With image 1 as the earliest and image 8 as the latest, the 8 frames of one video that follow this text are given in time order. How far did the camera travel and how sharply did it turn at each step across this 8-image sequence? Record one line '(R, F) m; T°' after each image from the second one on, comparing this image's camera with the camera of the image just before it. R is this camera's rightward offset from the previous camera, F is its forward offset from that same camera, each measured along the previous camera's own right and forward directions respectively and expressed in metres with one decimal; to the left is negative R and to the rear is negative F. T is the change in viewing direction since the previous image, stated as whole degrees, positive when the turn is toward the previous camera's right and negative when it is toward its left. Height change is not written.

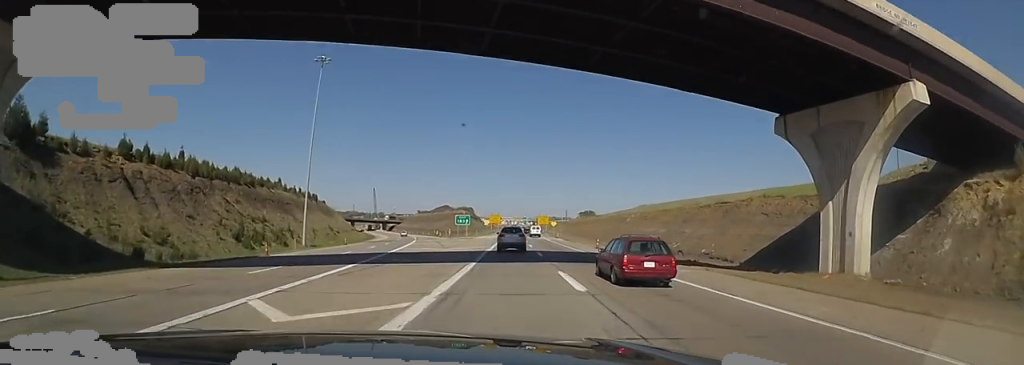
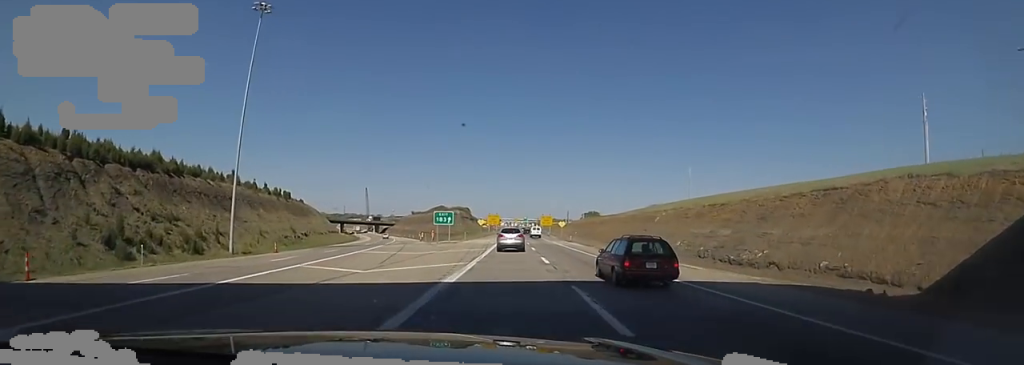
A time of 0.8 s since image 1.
(+0.7, +20.3) m; +2°
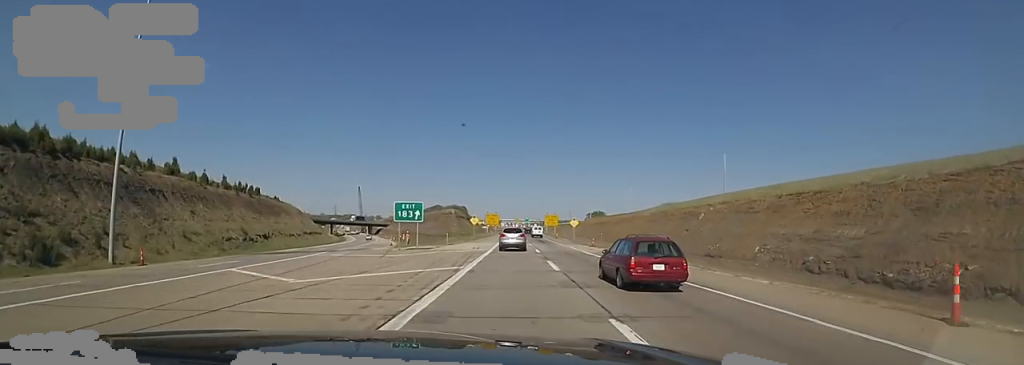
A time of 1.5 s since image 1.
(+0.3, +18.5) m; -2°
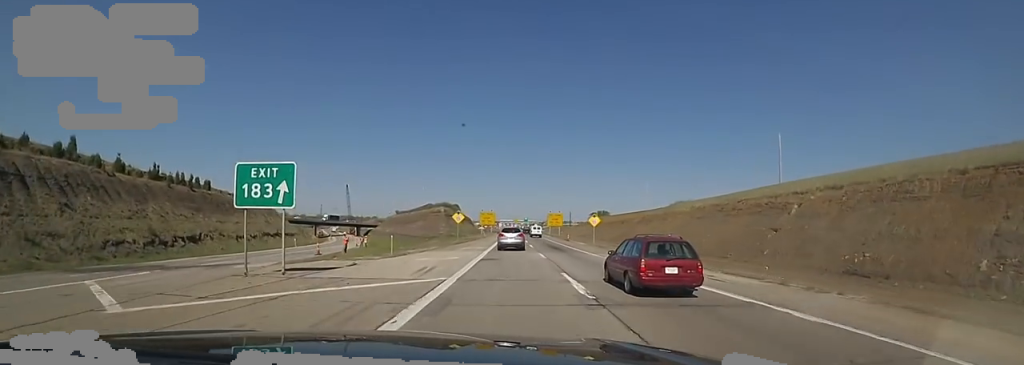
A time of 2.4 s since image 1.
(-1.0, +21.1) m; -1°
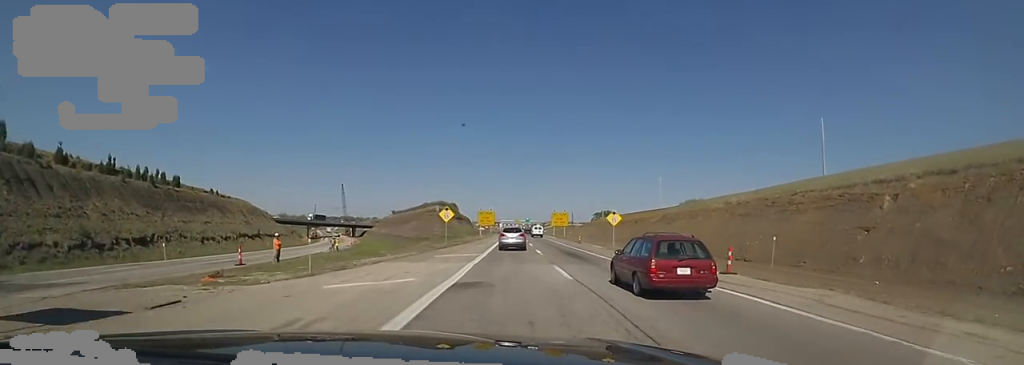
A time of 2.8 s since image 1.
(-0.2, +11.0) m; 0°
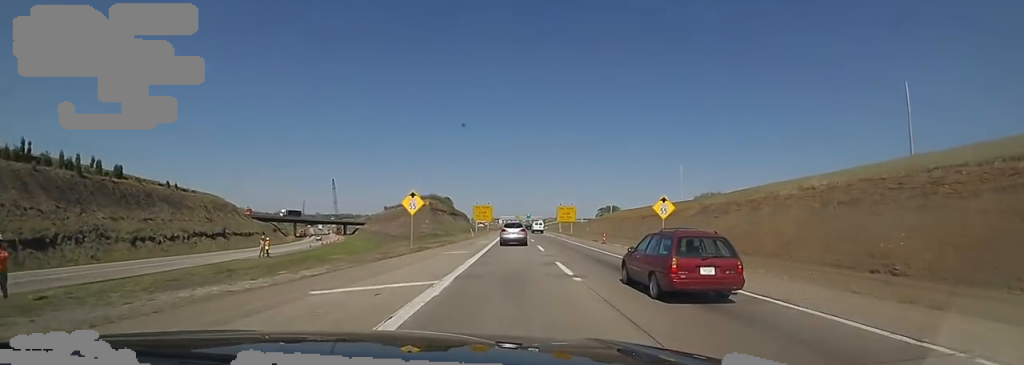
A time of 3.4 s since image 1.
(+0.7, +16.2) m; +2°
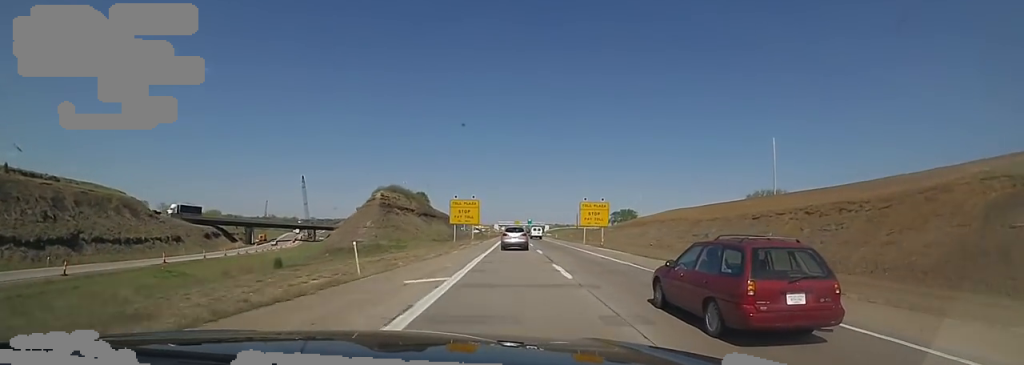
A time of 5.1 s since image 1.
(-0.6, +42.6) m; -2°
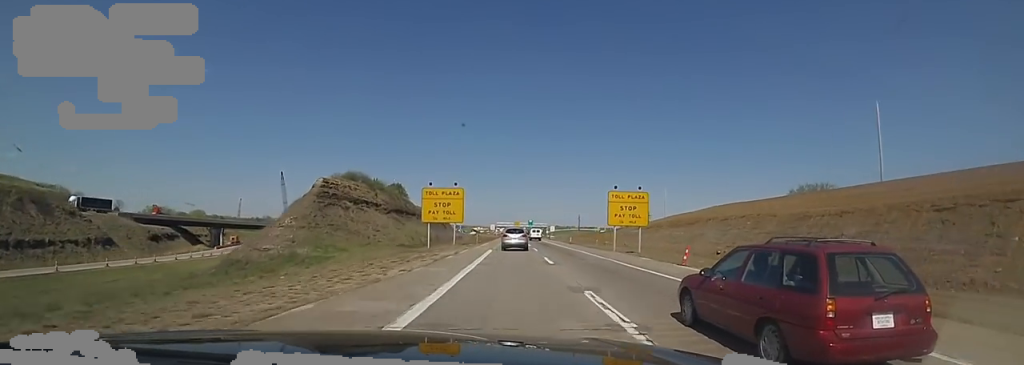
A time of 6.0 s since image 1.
(-0.3, +23.6) m; +1°
